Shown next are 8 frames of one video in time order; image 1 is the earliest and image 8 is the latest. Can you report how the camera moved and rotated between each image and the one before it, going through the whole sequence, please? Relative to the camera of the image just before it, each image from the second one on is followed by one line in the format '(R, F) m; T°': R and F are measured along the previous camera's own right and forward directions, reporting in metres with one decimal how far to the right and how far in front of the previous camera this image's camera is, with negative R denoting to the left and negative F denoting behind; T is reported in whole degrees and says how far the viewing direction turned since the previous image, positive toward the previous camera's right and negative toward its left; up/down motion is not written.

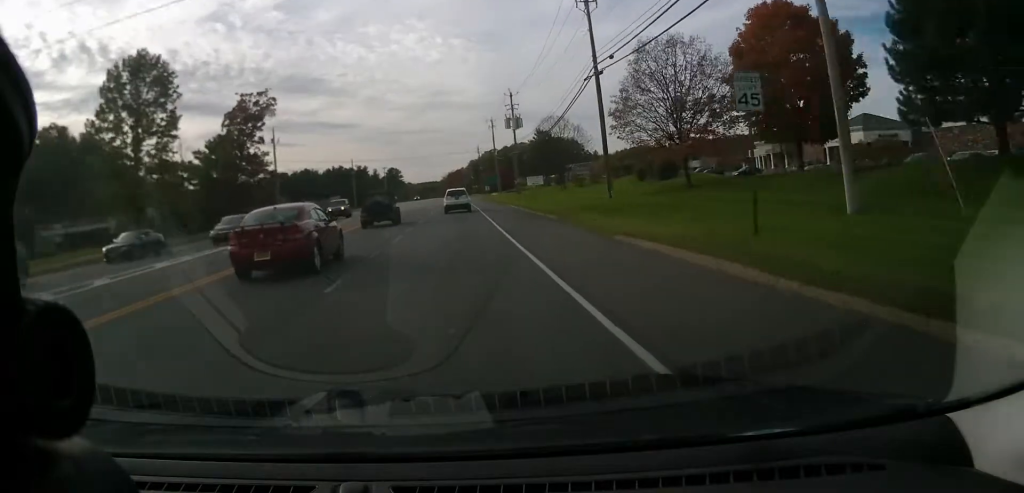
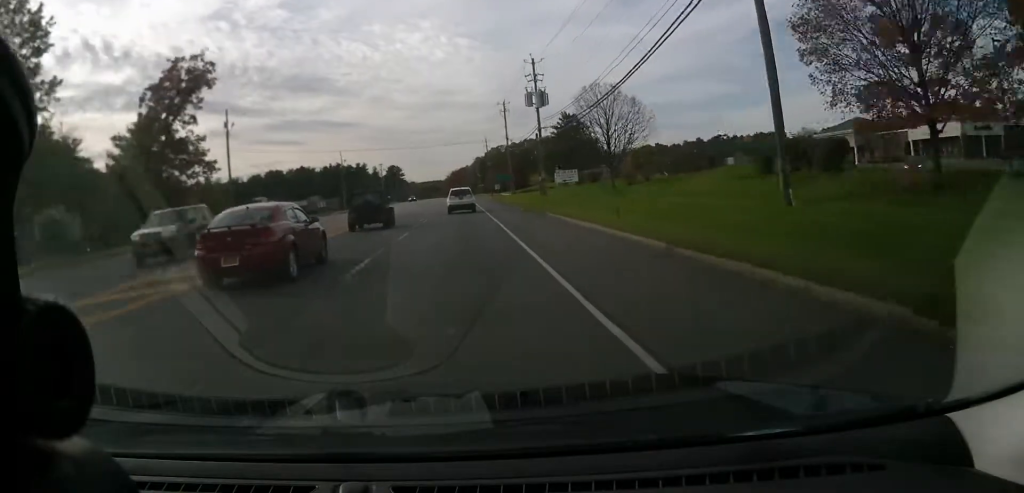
(+0.1, +23.1) m; 0°
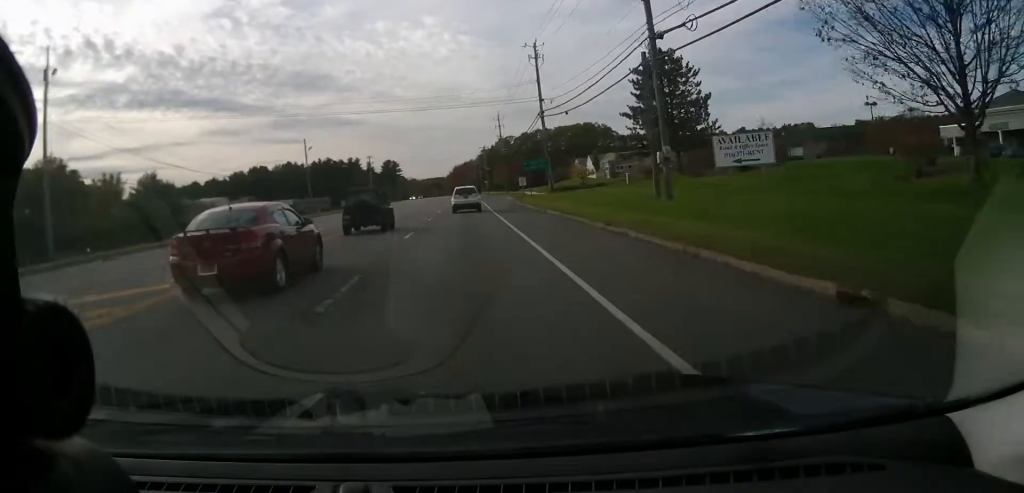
(-1.1, +40.2) m; -2°
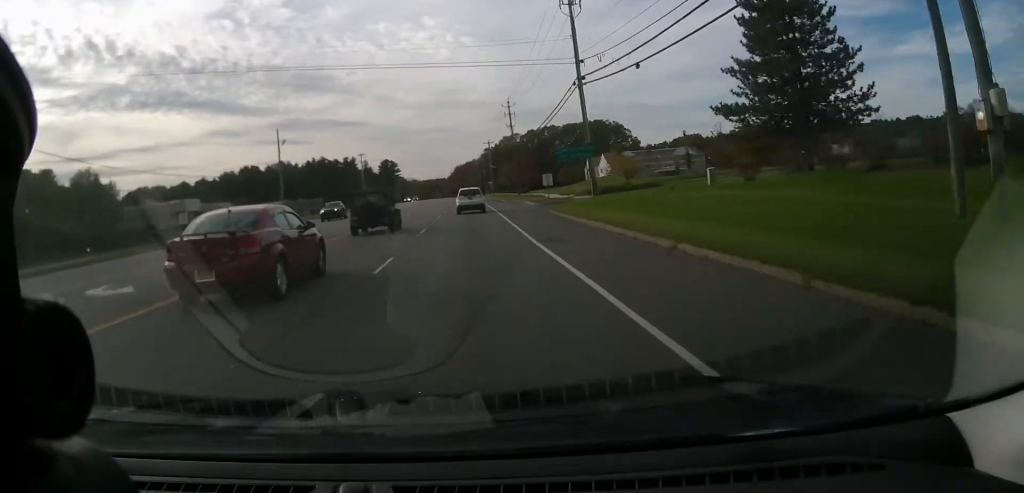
(+0.3, +19.2) m; 0°
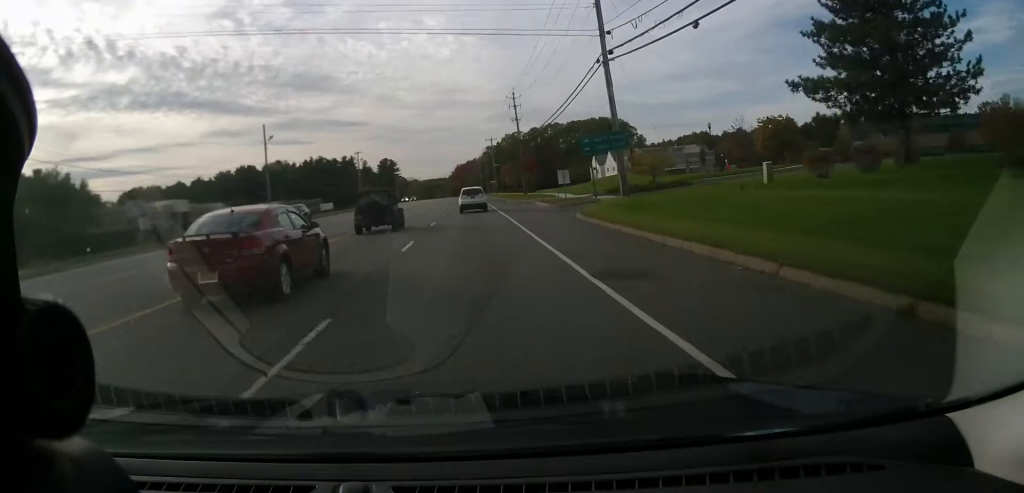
(-0.2, +7.5) m; 0°
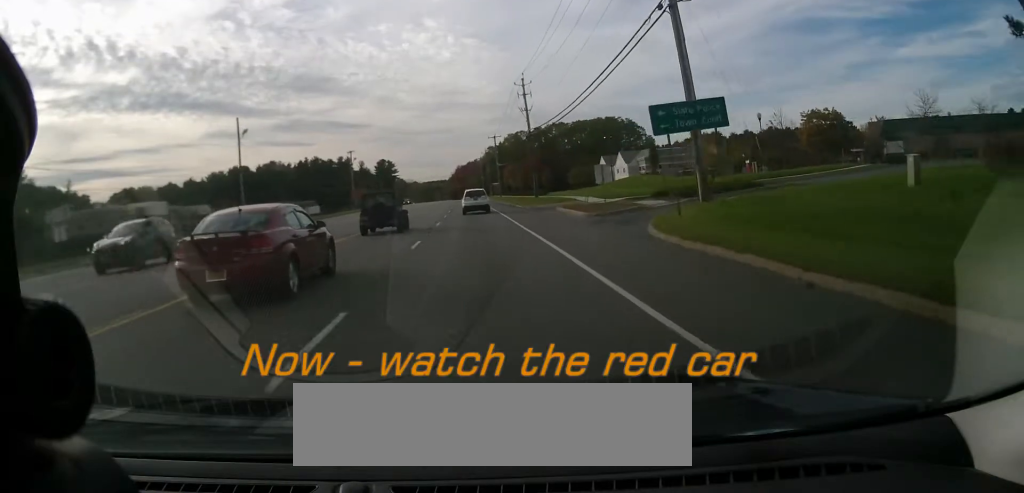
(+0.1, +11.5) m; 0°
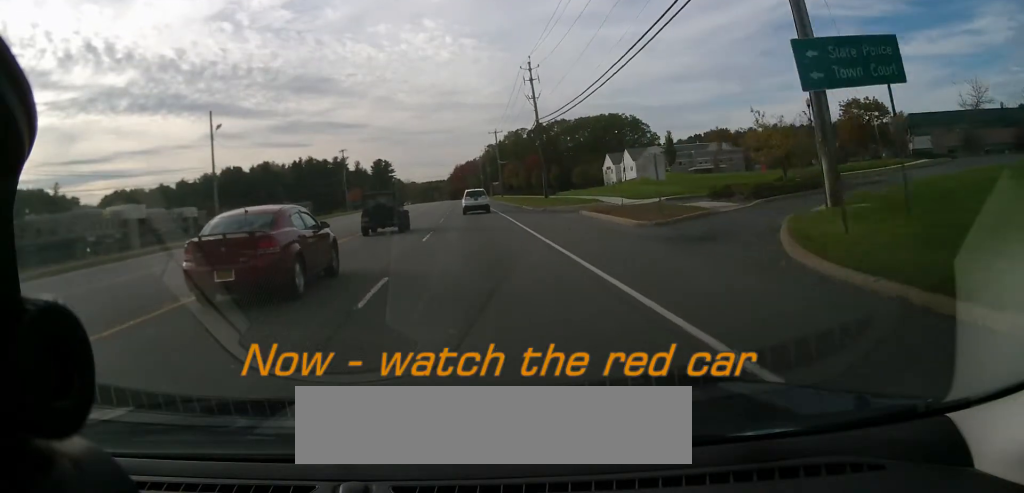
(+0.3, +8.6) m; 0°
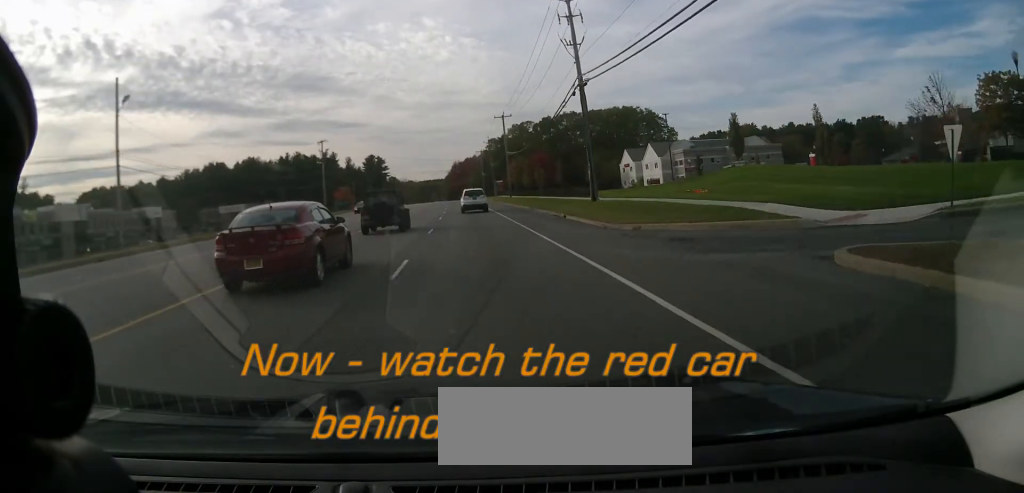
(-0.6, +21.4) m; -2°
